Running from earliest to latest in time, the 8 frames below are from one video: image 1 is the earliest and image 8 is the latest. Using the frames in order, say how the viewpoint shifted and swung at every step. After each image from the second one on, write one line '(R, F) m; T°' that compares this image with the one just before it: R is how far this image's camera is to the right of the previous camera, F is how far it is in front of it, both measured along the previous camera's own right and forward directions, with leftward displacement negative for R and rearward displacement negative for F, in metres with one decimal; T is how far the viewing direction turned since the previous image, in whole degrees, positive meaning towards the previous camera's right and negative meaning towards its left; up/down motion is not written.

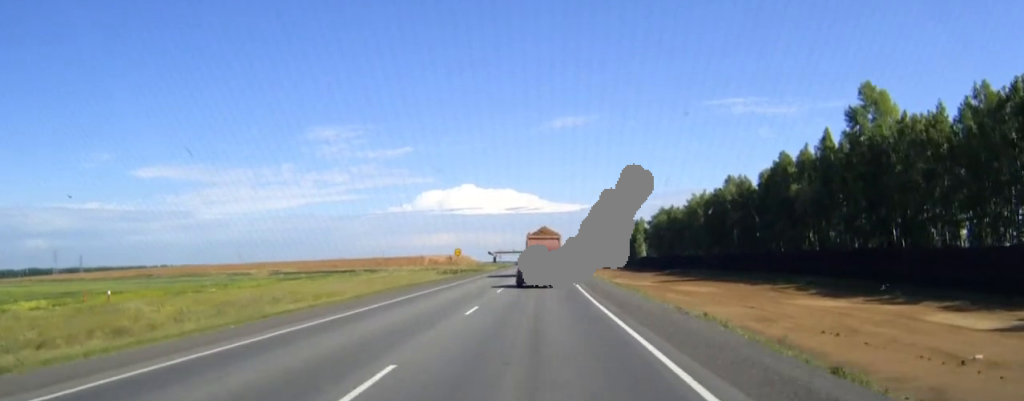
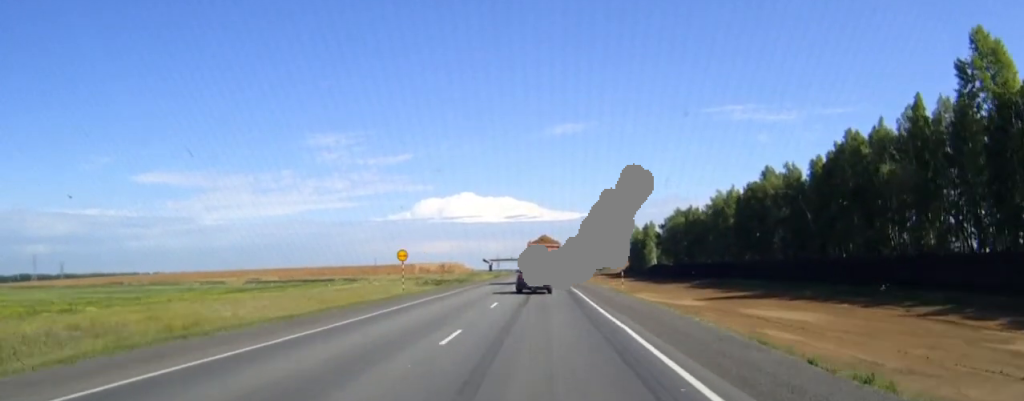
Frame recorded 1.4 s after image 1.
(+0.1, +29.6) m; 0°
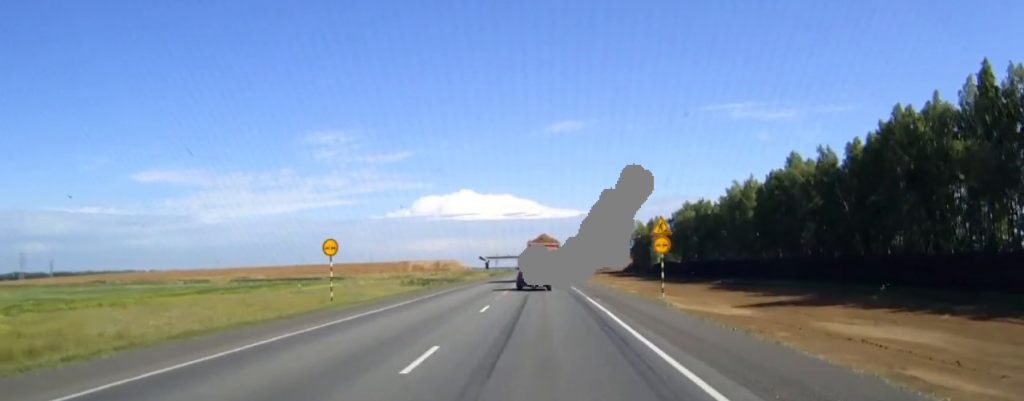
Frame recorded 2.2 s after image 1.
(0.0, +15.6) m; 0°
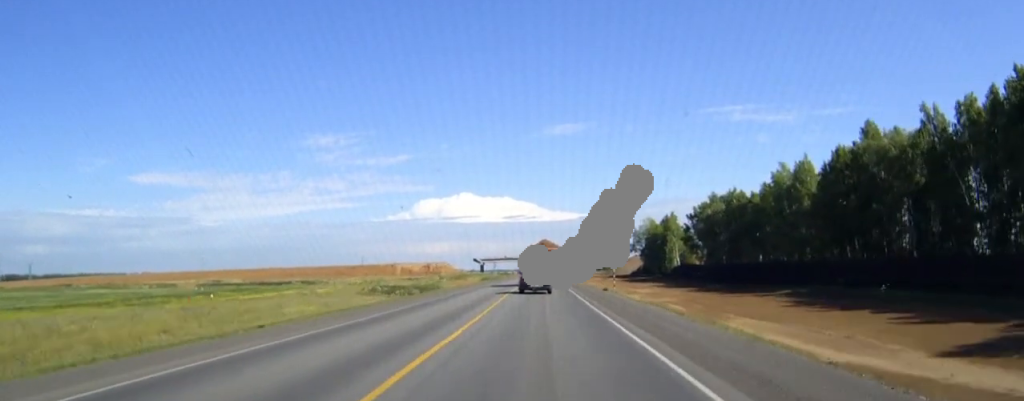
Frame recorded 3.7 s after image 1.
(0.0, +31.4) m; 0°
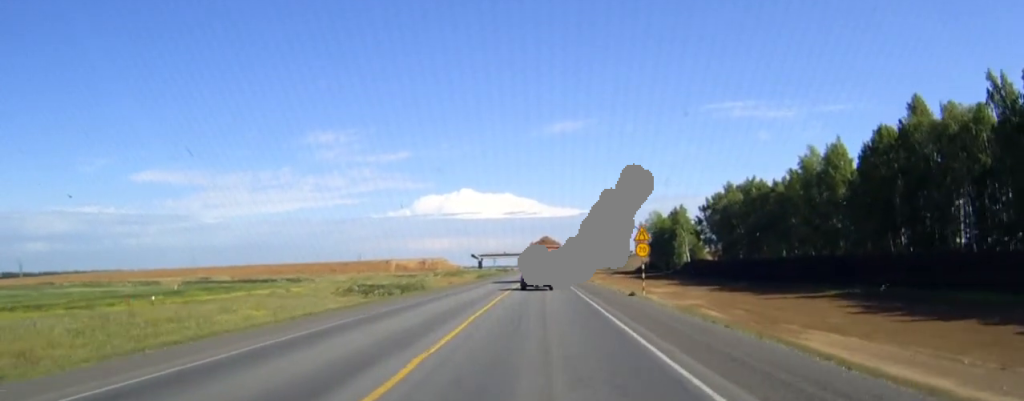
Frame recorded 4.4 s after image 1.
(0.0, +13.8) m; 0°
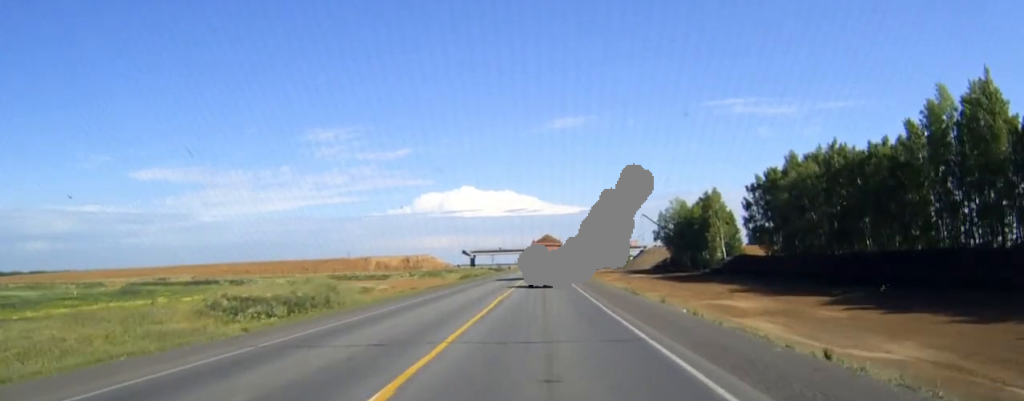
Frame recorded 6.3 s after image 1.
(0.0, +40.2) m; 0°
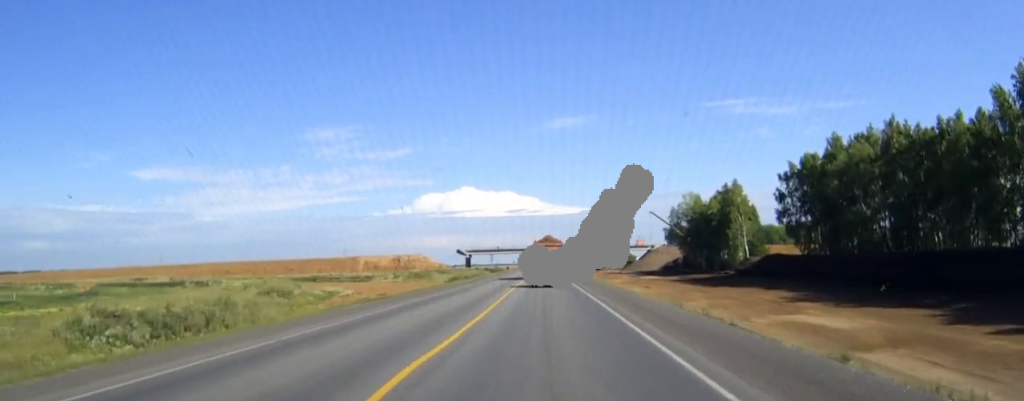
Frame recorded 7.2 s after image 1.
(0.0, +18.7) m; 0°
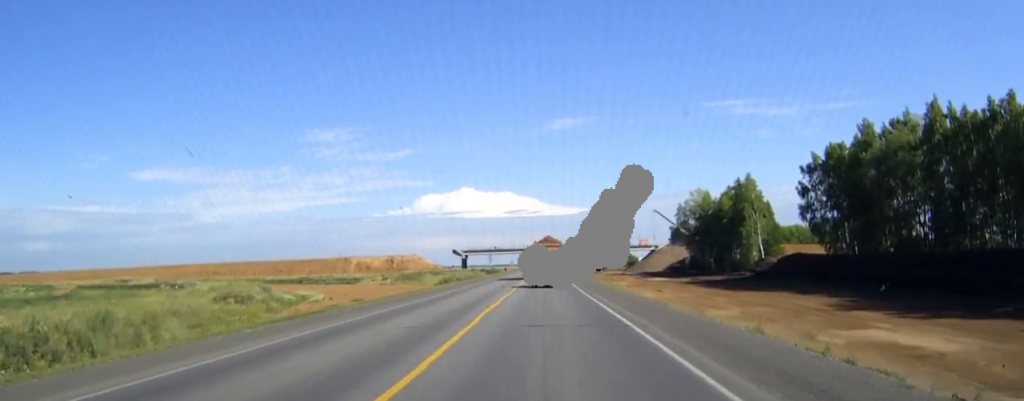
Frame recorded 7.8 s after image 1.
(0.0, +11.7) m; 0°
